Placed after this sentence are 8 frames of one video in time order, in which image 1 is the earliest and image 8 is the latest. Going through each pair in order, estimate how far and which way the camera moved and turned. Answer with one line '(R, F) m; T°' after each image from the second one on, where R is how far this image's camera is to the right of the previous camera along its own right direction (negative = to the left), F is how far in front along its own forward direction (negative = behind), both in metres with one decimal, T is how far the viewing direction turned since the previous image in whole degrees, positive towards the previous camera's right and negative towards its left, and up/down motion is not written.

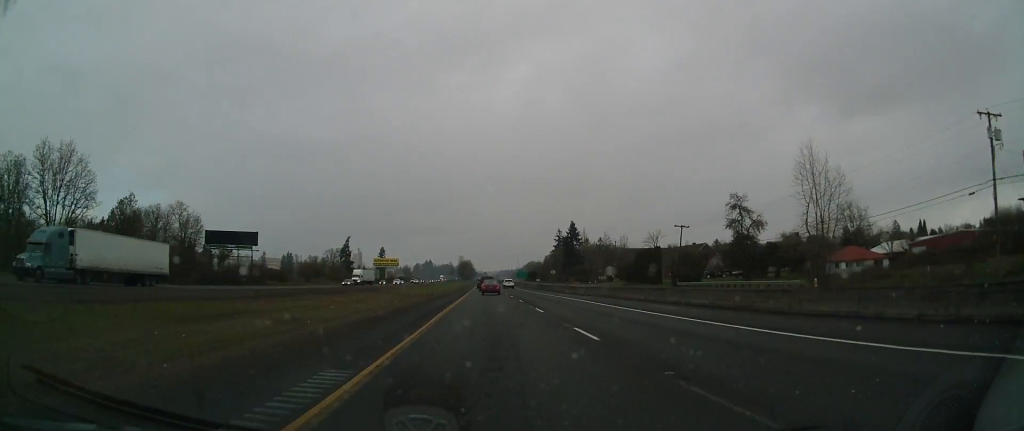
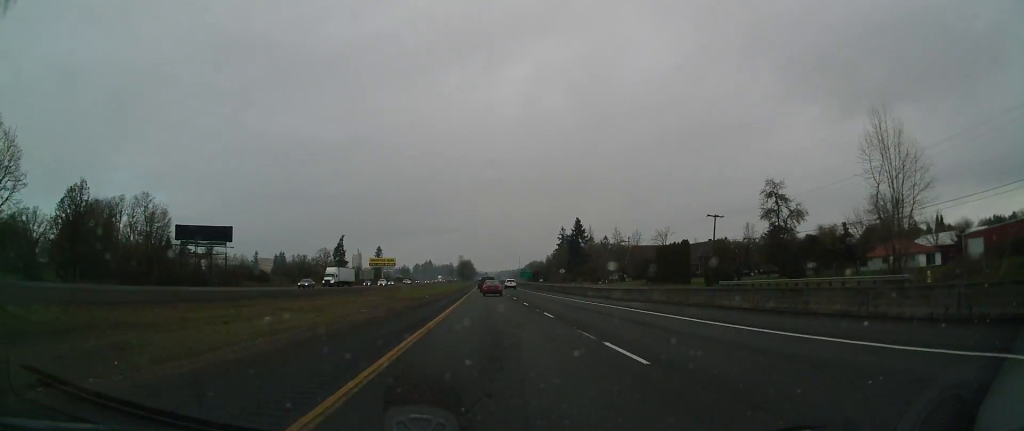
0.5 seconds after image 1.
(+0.2, +16.0) m; 0°
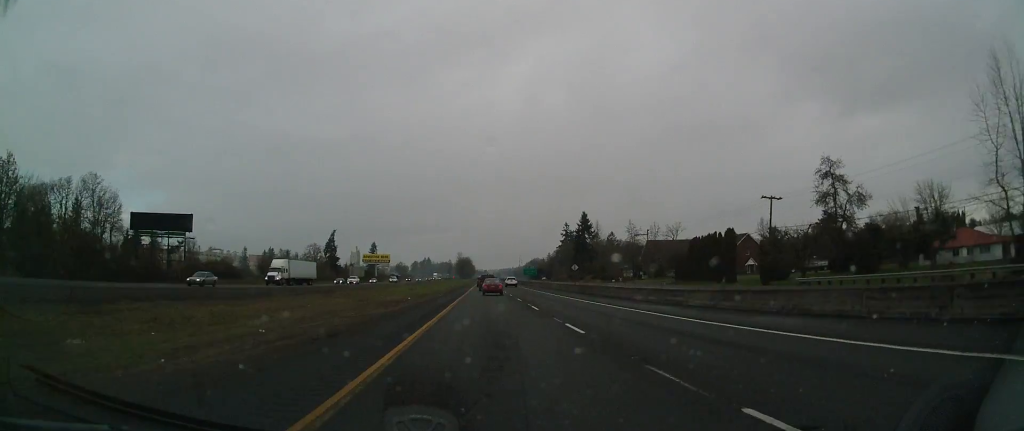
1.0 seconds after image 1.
(+0.1, +19.4) m; 0°
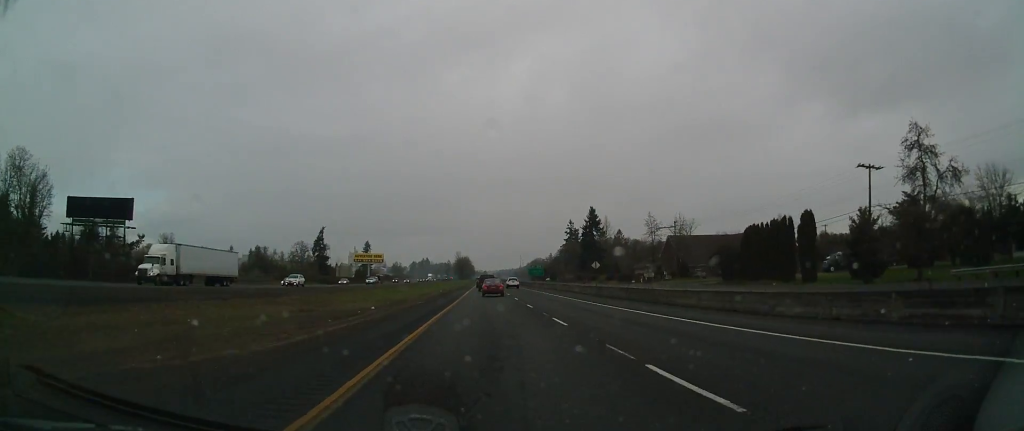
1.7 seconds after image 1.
(0.0, +21.5) m; 0°
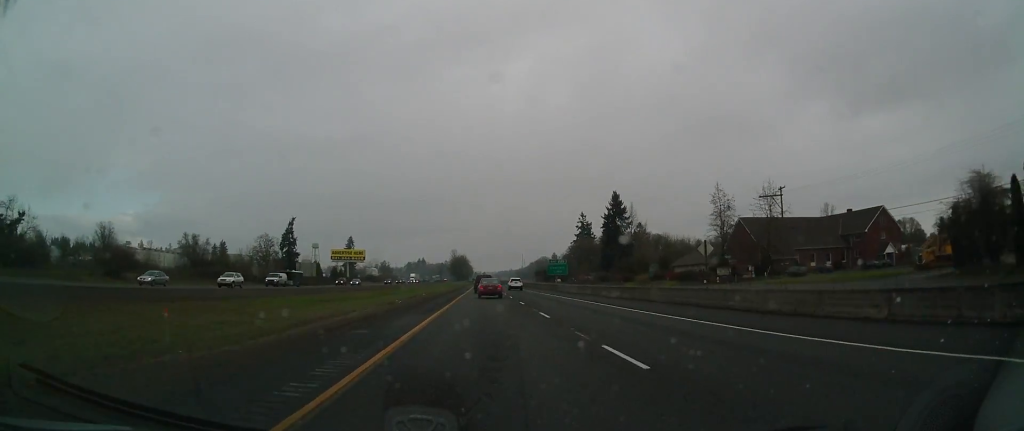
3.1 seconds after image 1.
(-0.4, +46.9) m; 0°
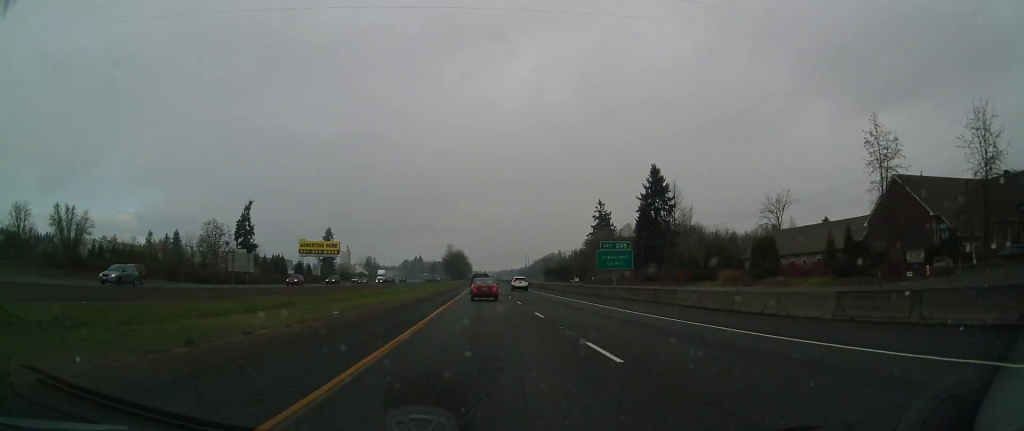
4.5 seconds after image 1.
(+0.2, +48.2) m; 0°
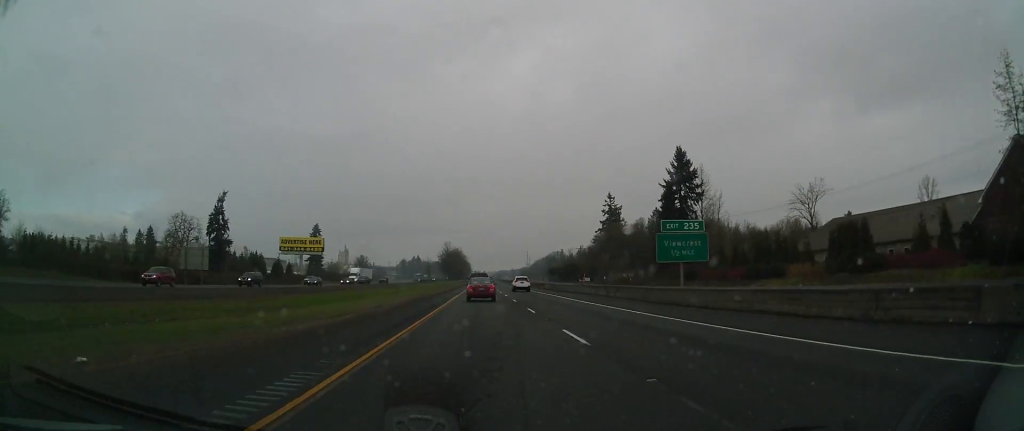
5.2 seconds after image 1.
(0.0, +21.7) m; 0°
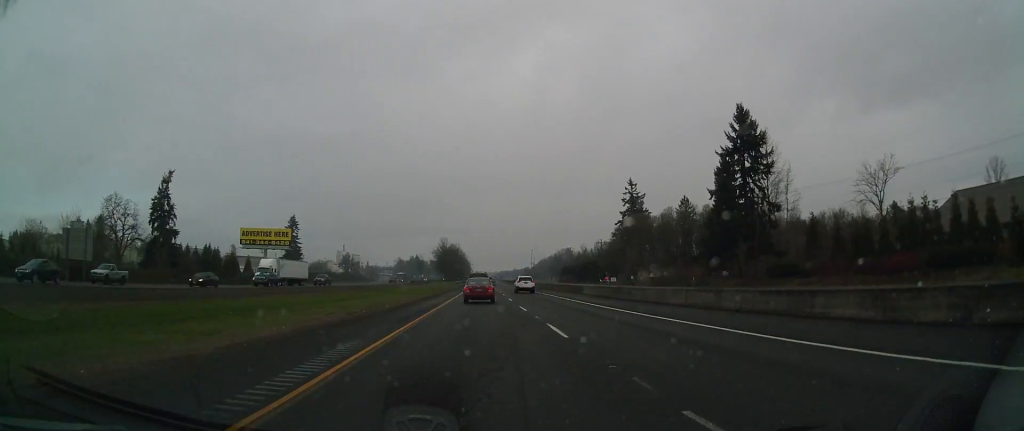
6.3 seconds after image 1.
(+0.2, +35.5) m; 0°
